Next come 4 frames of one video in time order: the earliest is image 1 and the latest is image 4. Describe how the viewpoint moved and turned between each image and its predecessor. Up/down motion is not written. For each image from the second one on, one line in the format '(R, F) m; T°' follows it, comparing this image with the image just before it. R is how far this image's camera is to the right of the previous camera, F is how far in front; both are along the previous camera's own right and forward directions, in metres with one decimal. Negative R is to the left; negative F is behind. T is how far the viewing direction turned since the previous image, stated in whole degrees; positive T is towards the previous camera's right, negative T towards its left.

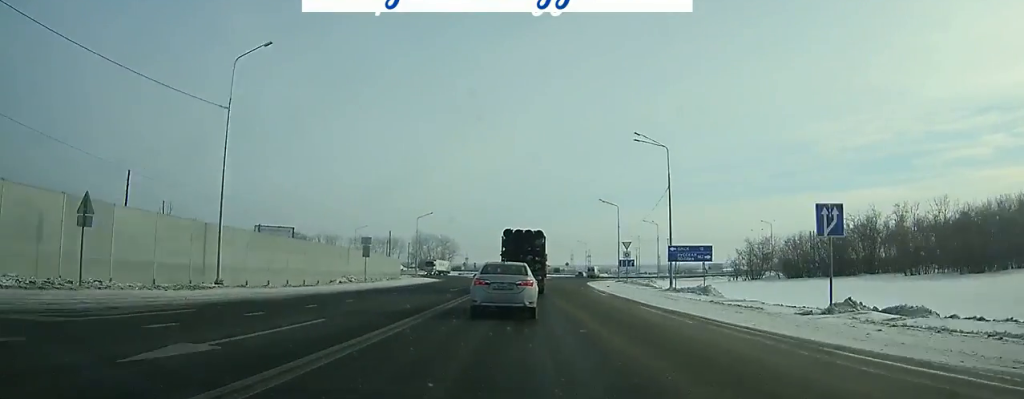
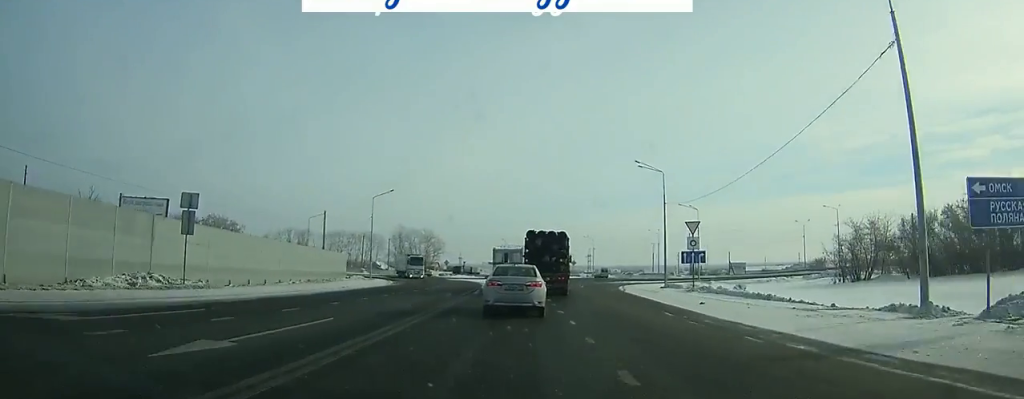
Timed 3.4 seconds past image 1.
(+0.3, +29.0) m; +1°
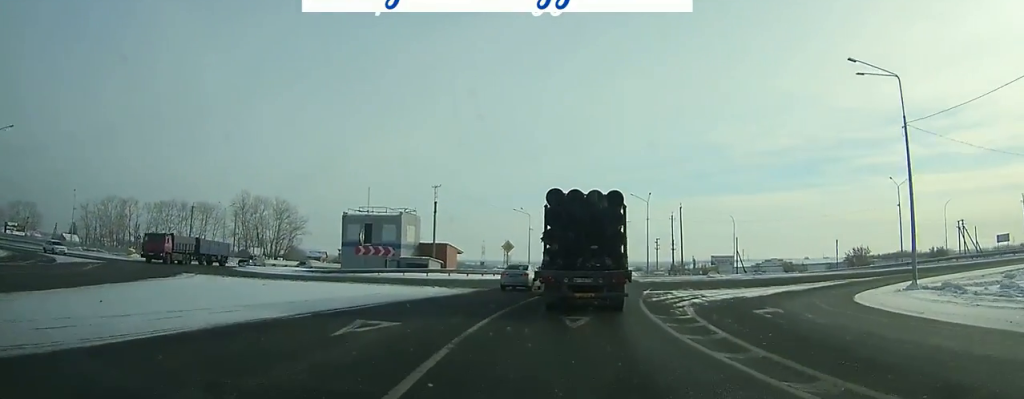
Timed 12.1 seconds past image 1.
(+3.6, +52.1) m; +12°
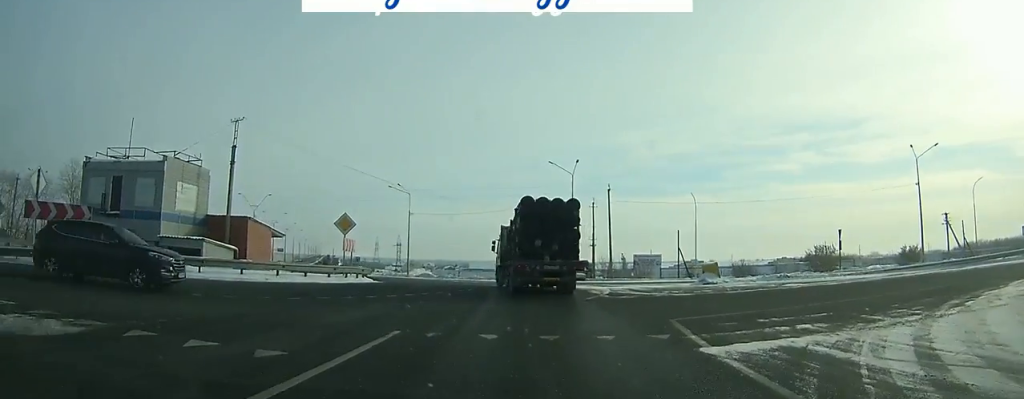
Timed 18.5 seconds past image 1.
(+1.7, +22.4) m; +4°
